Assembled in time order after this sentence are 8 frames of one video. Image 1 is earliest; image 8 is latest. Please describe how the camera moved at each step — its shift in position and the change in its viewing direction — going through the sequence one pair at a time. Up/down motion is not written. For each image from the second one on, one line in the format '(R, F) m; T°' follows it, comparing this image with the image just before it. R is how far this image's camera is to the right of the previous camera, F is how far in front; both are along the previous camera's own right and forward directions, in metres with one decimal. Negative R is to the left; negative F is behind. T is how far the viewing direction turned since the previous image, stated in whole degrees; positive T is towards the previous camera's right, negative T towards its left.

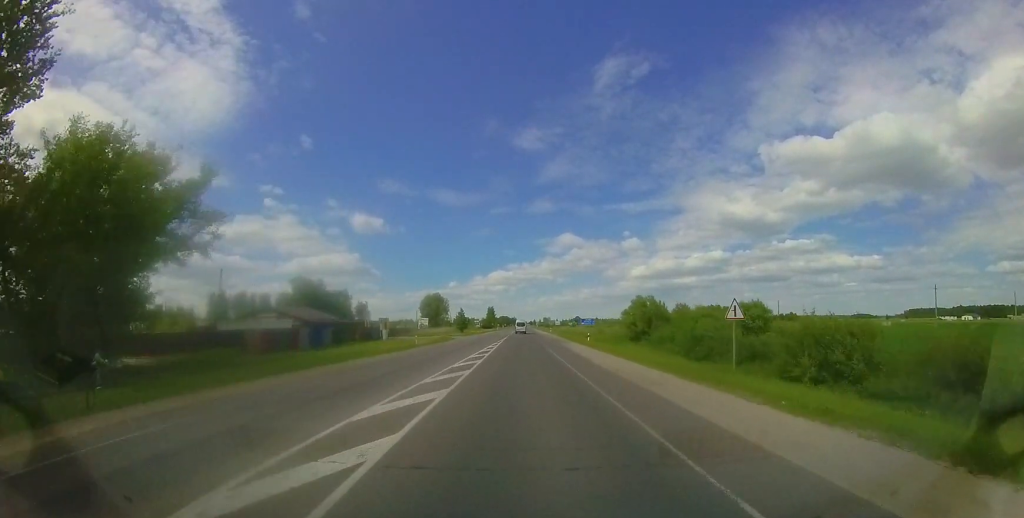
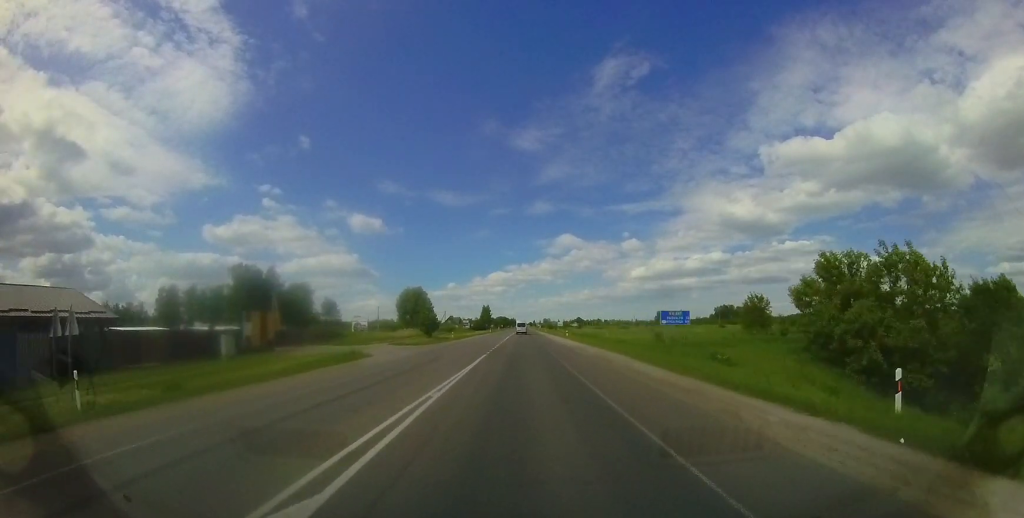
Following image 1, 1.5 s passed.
(+0.1, +32.1) m; 0°
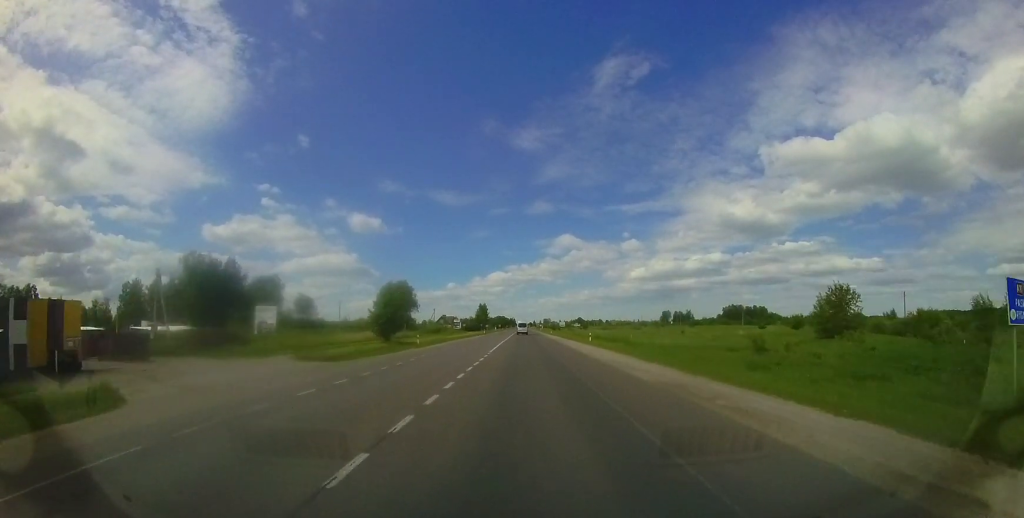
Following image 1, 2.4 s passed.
(0.0, +19.7) m; 0°
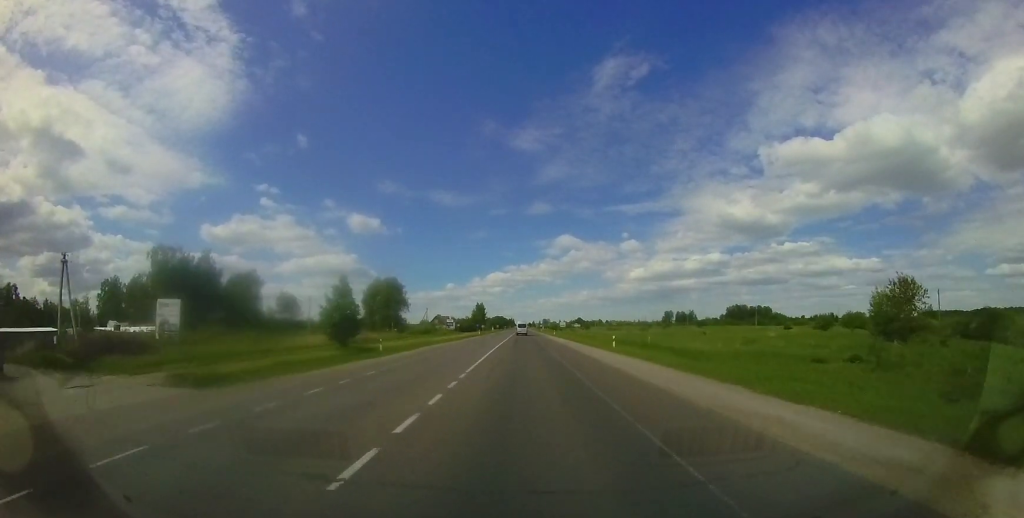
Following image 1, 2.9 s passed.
(0.0, +9.8) m; 0°
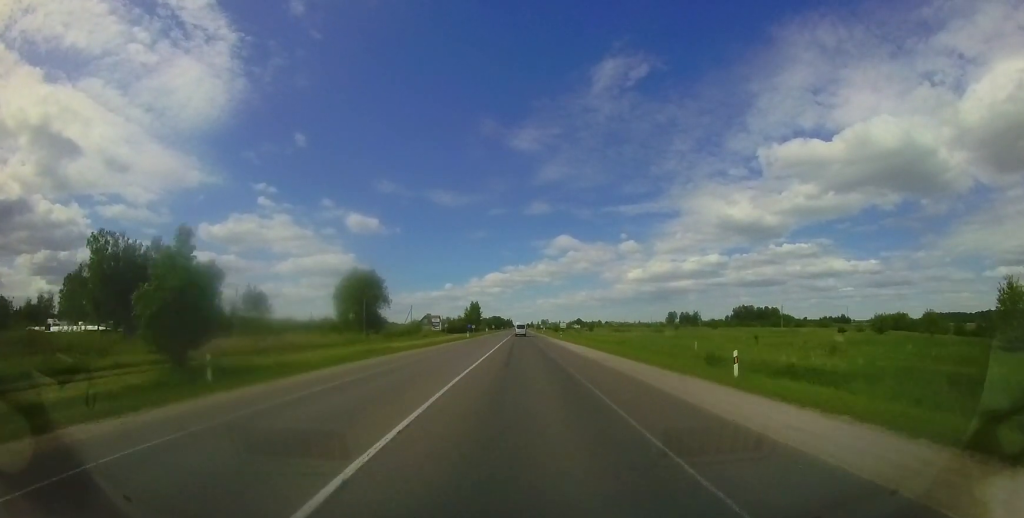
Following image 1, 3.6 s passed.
(0.0, +16.2) m; 0°
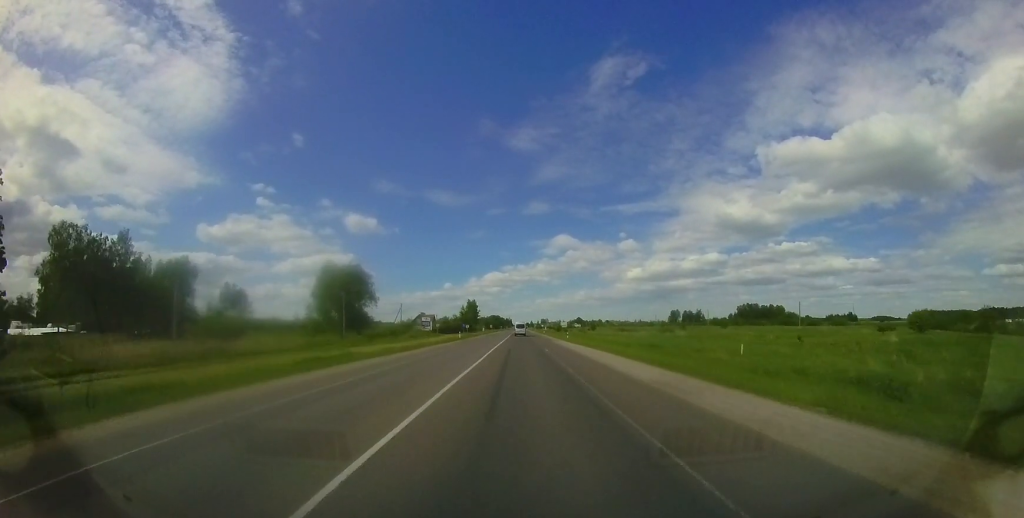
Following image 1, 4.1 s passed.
(0.0, +9.9) m; 0°
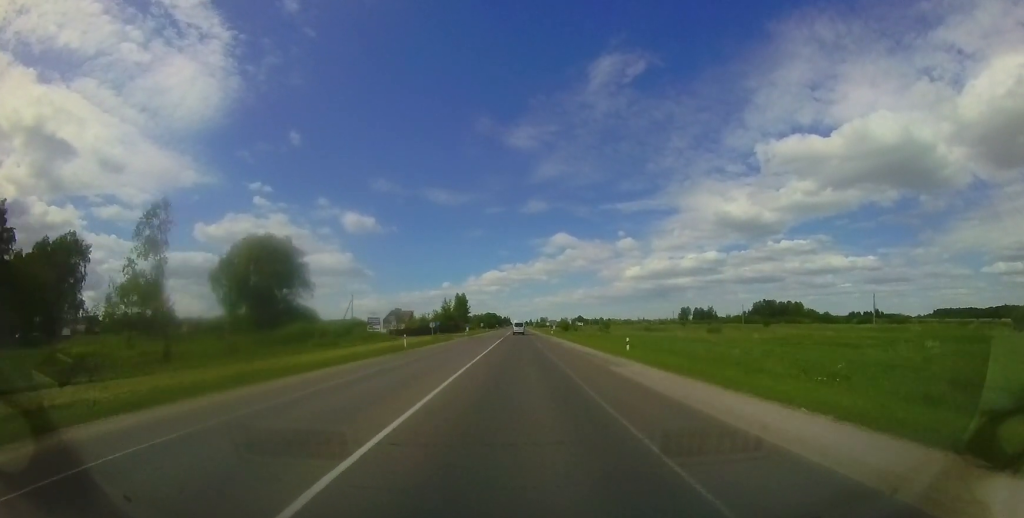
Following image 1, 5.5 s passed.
(0.0, +29.7) m; 0°
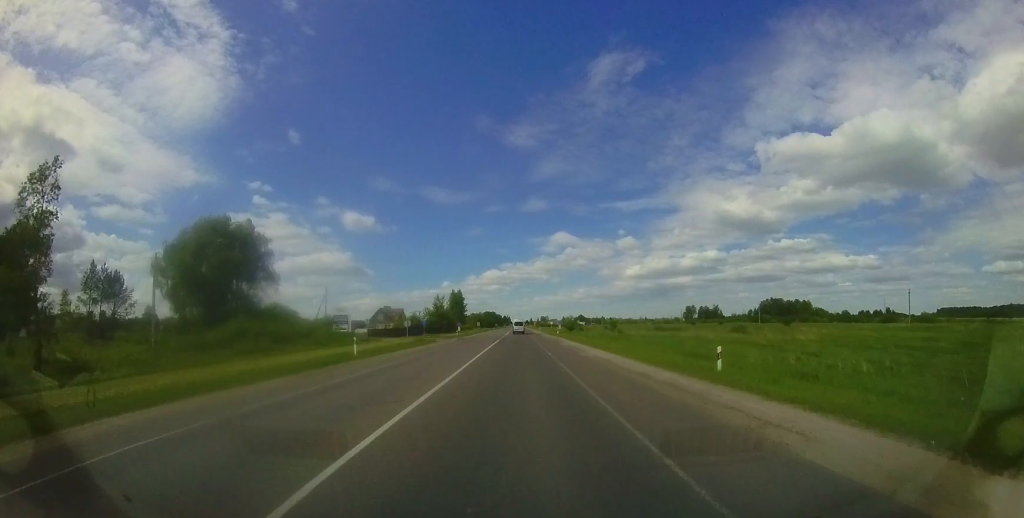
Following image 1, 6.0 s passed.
(0.0, +10.8) m; 0°
